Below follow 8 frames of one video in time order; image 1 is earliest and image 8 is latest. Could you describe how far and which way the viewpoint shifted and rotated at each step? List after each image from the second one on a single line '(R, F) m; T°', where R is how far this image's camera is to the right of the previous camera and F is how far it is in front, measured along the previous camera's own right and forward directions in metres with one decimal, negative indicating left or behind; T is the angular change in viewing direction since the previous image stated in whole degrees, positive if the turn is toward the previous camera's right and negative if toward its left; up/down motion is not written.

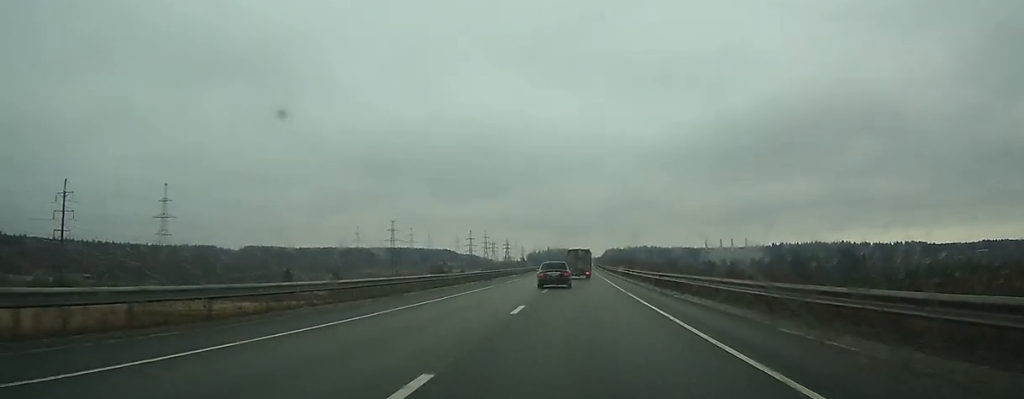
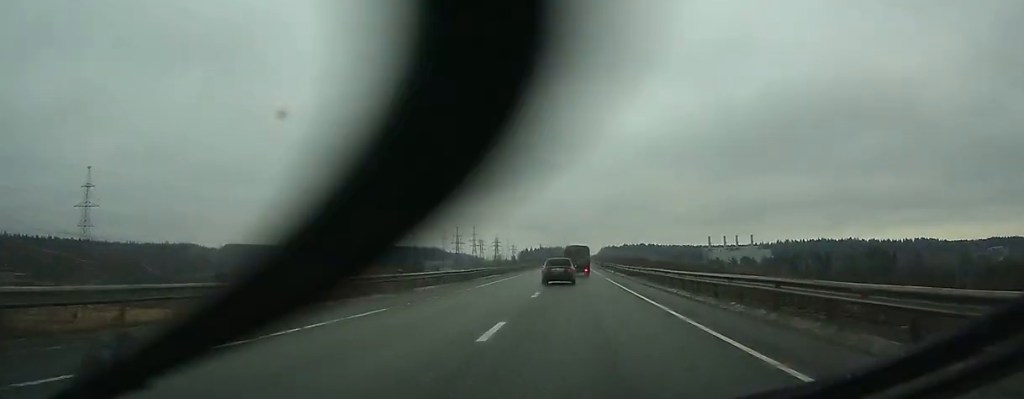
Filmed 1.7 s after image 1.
(+0.1, +41.4) m; 0°
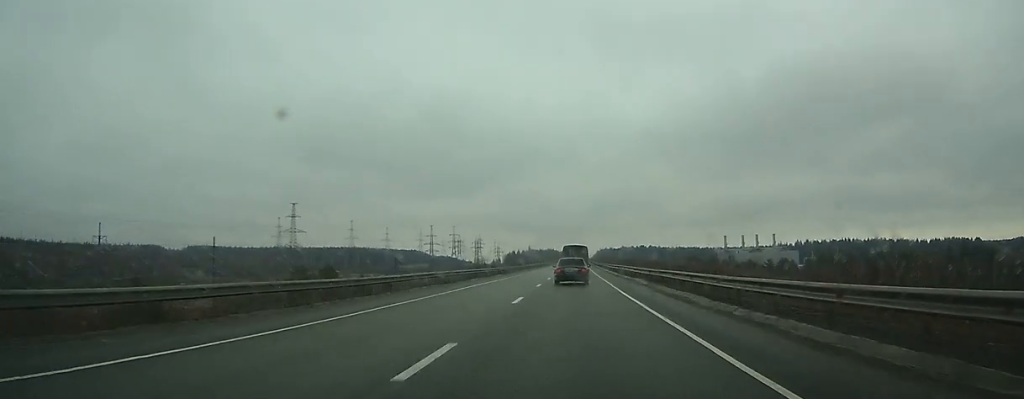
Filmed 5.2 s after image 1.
(+0.1, +87.0) m; 0°
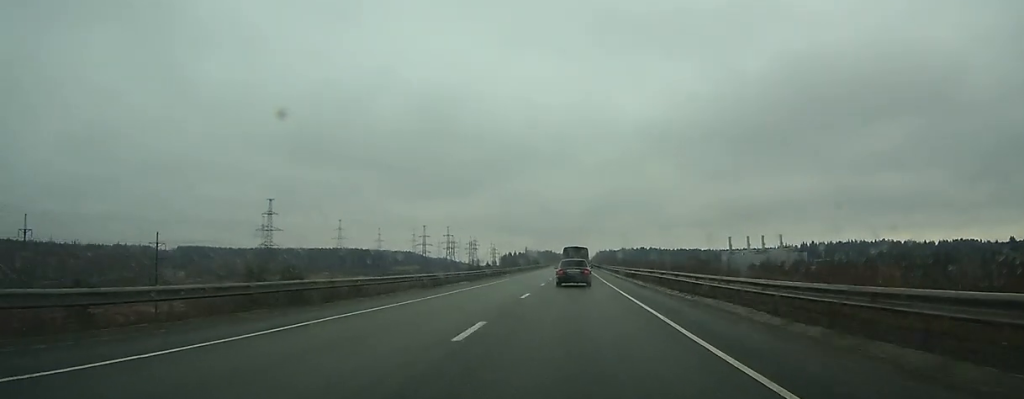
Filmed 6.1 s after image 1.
(0.0, +21.0) m; 0°
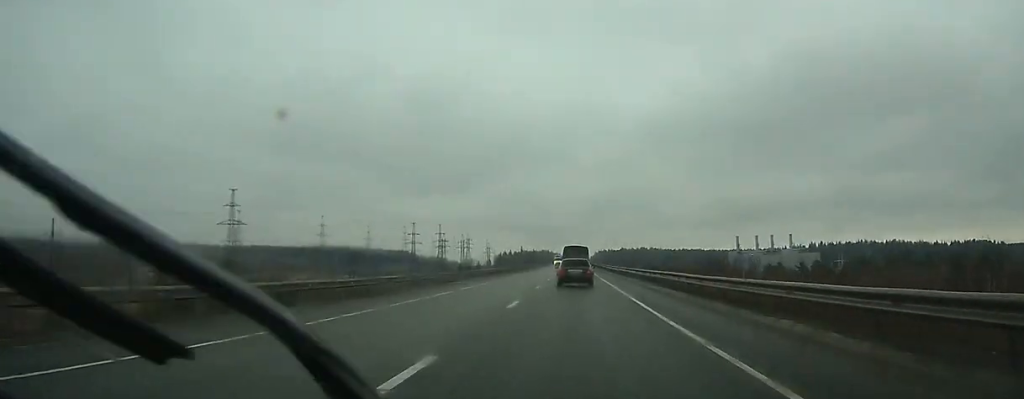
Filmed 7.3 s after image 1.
(+0.1, +28.6) m; 0°
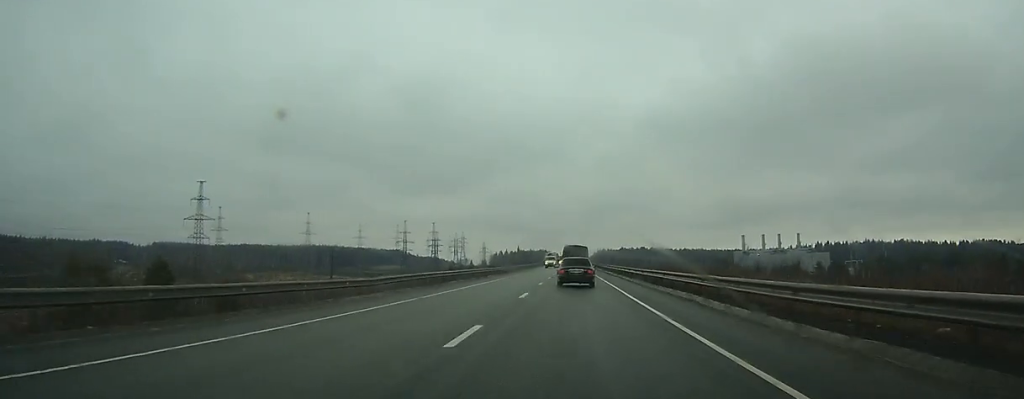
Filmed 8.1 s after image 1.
(0.0, +20.5) m; 0°
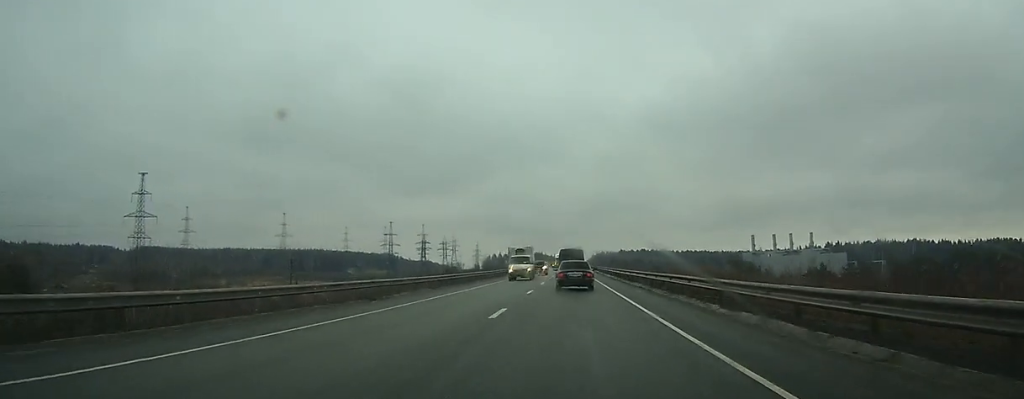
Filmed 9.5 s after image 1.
(0.0, +31.0) m; 0°
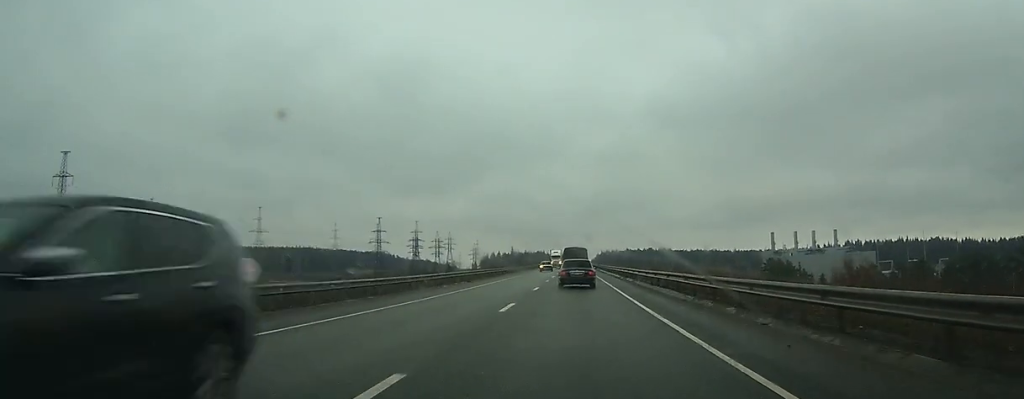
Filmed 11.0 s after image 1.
(0.0, +35.2) m; 0°
